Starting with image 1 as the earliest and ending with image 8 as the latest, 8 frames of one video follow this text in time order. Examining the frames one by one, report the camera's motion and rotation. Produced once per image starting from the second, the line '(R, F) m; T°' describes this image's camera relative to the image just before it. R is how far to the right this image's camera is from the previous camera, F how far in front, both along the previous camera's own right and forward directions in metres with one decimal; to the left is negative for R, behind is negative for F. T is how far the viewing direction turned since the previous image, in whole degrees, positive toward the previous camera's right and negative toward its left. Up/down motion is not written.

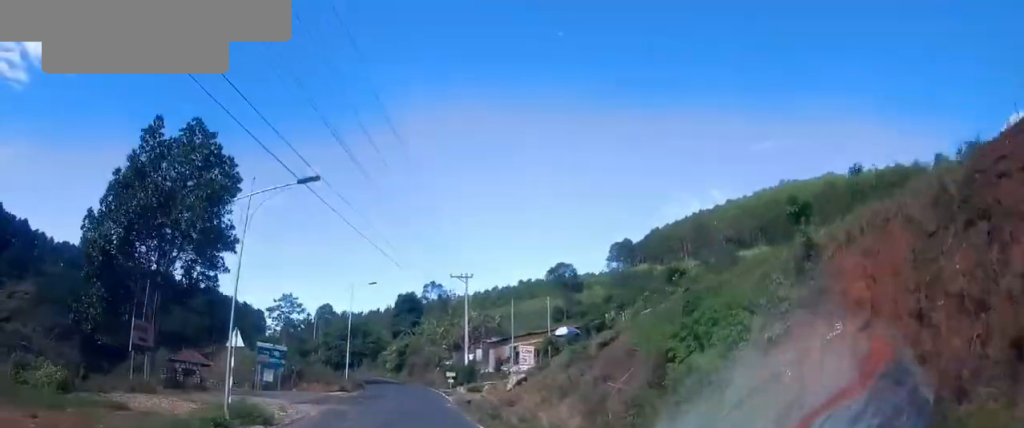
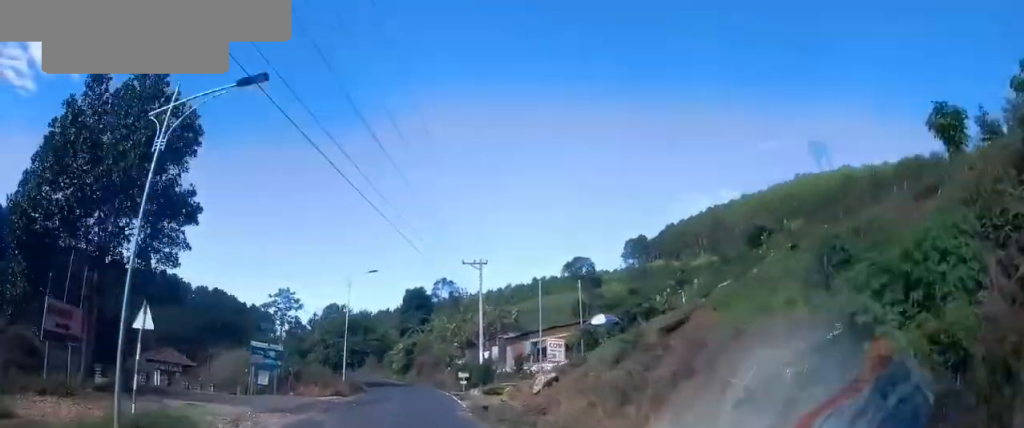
(-0.2, +5.8) m; -2°
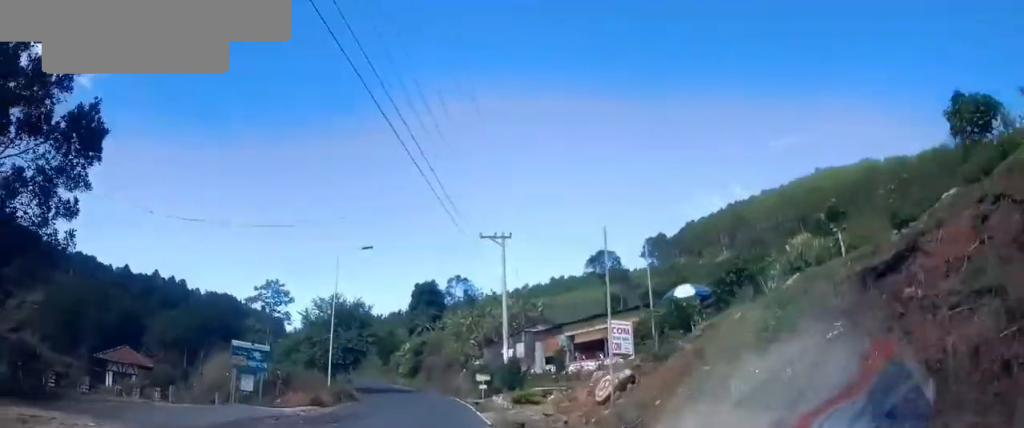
(-0.1, +8.6) m; -1°
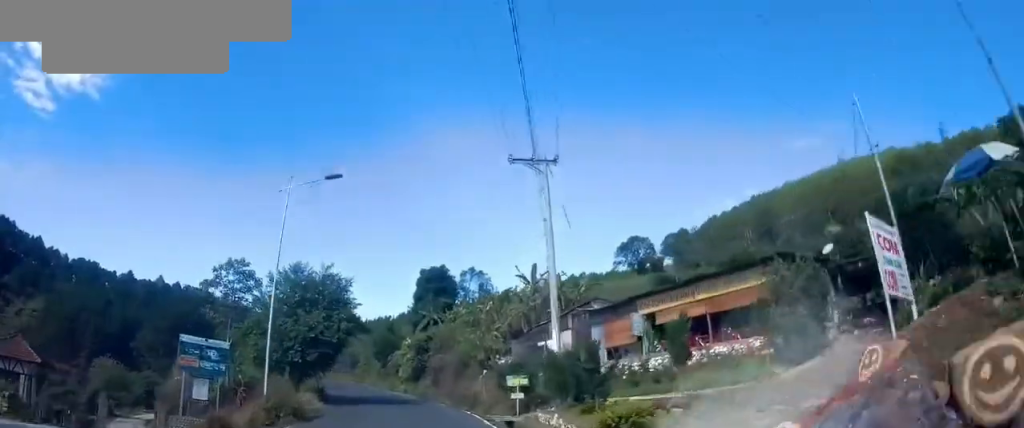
(-0.1, +12.1) m; -3°
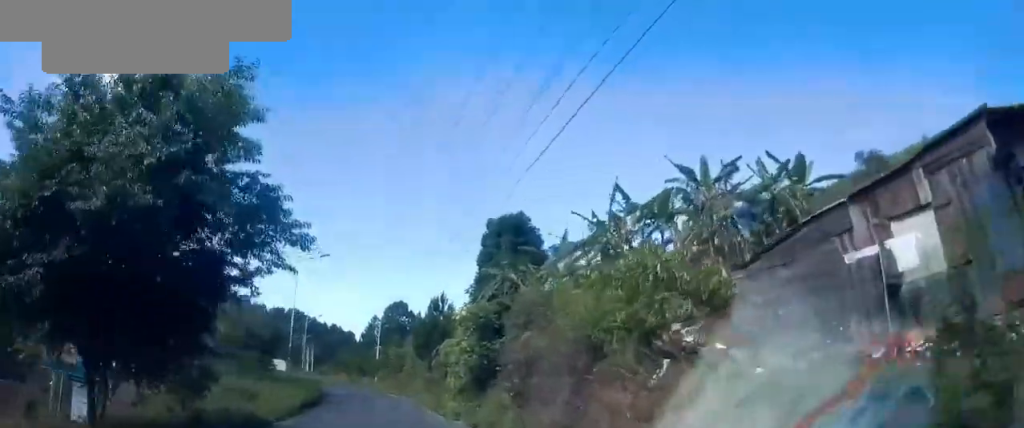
(-0.4, +19.7) m; -7°
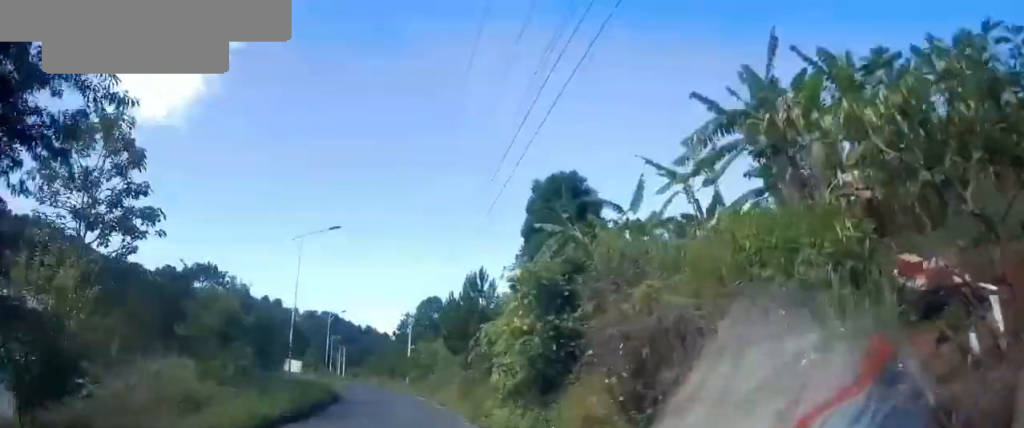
(-0.7, +6.9) m; -5°
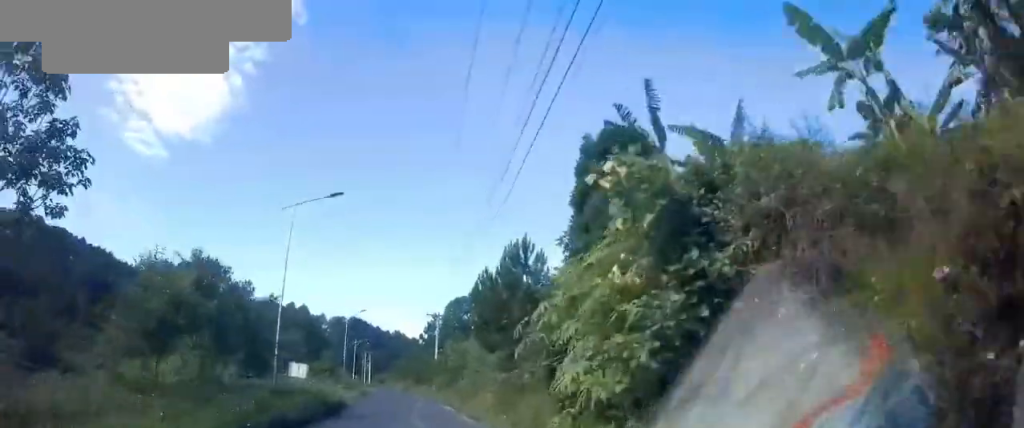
(-0.6, +6.3) m; -4°
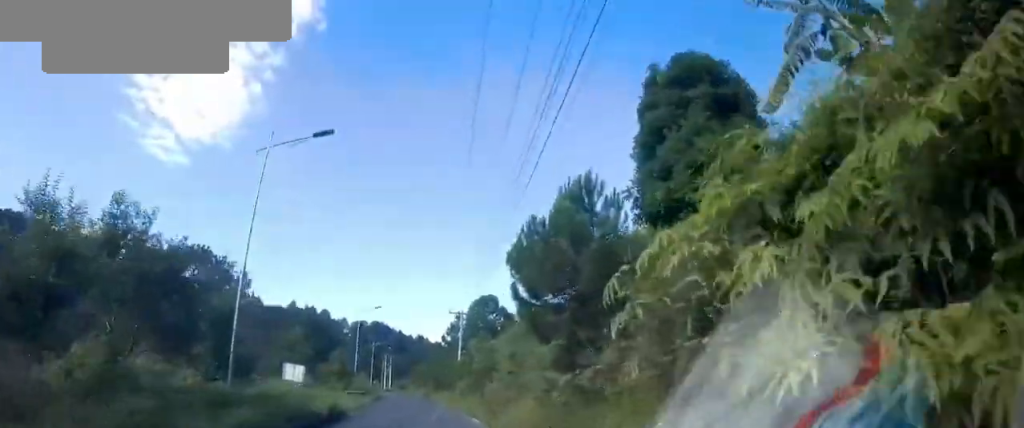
(+0.3, +6.3) m; -1°
